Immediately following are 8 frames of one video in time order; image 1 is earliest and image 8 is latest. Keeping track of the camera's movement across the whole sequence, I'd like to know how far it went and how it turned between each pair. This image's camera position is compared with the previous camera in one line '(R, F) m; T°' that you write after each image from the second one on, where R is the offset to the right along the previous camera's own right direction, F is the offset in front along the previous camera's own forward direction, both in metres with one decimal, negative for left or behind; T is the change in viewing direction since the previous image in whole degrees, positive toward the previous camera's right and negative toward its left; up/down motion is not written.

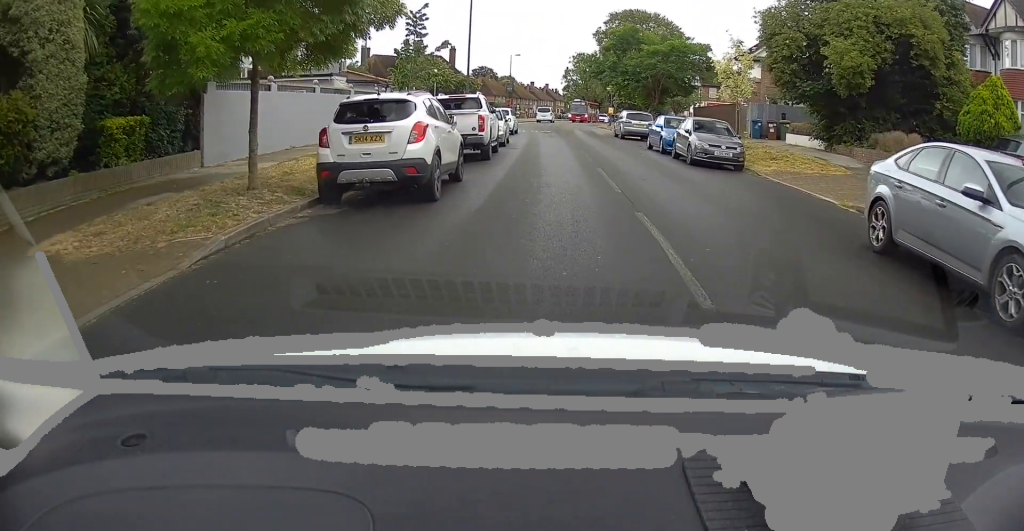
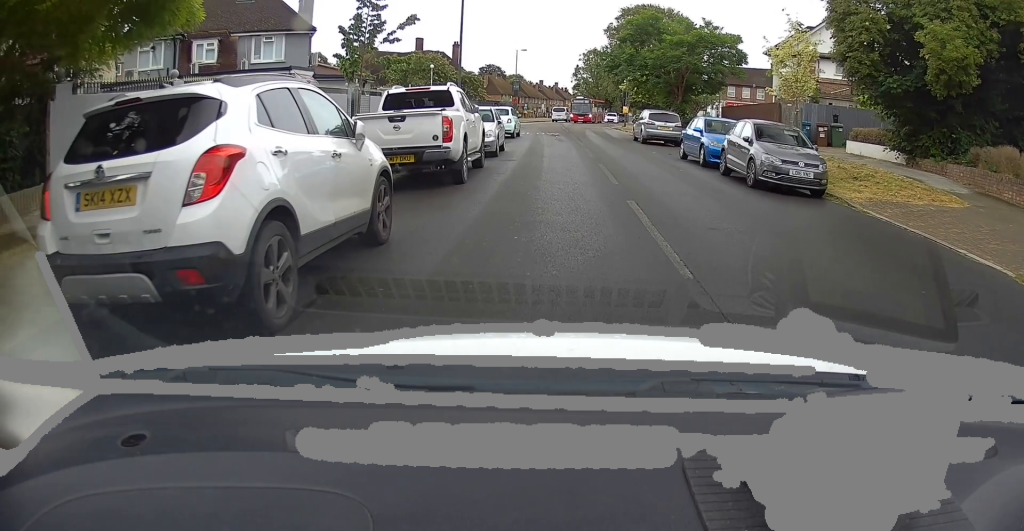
(-0.1, +5.6) m; -2°
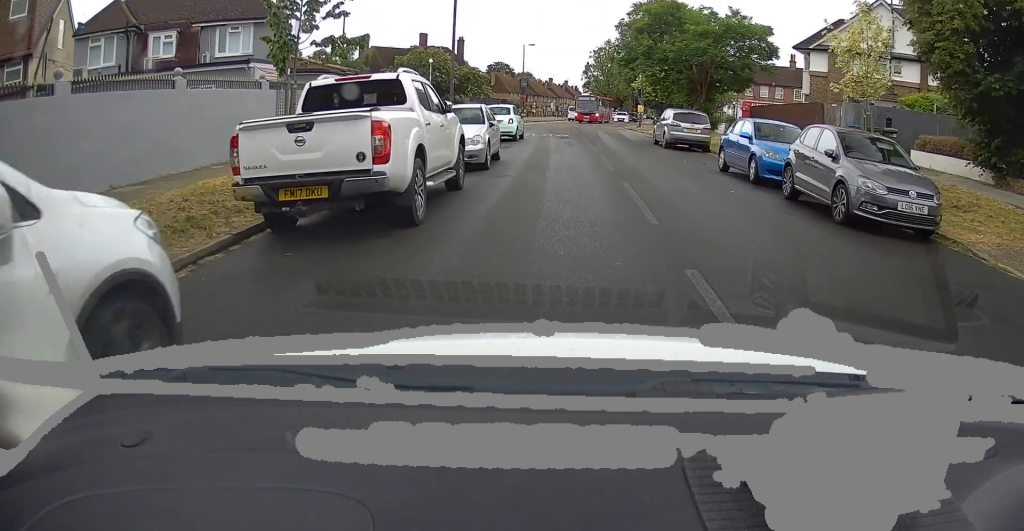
(0.0, +4.1) m; -1°
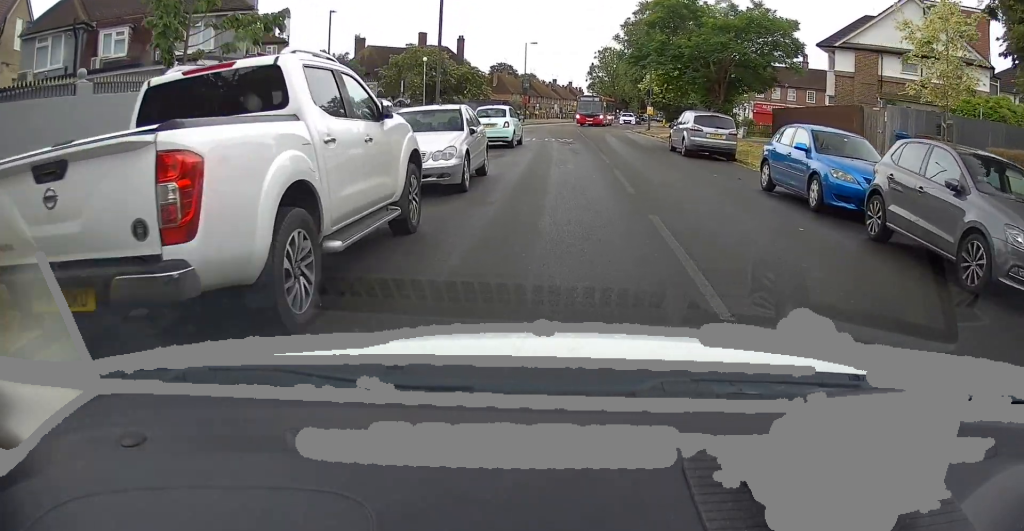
(-0.1, +3.4) m; 0°
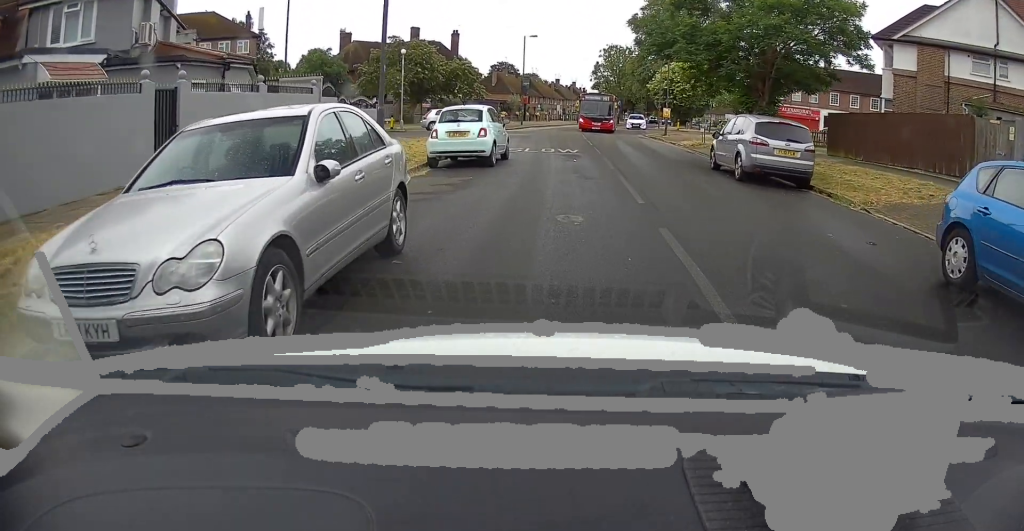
(+0.2, +7.4) m; +4°
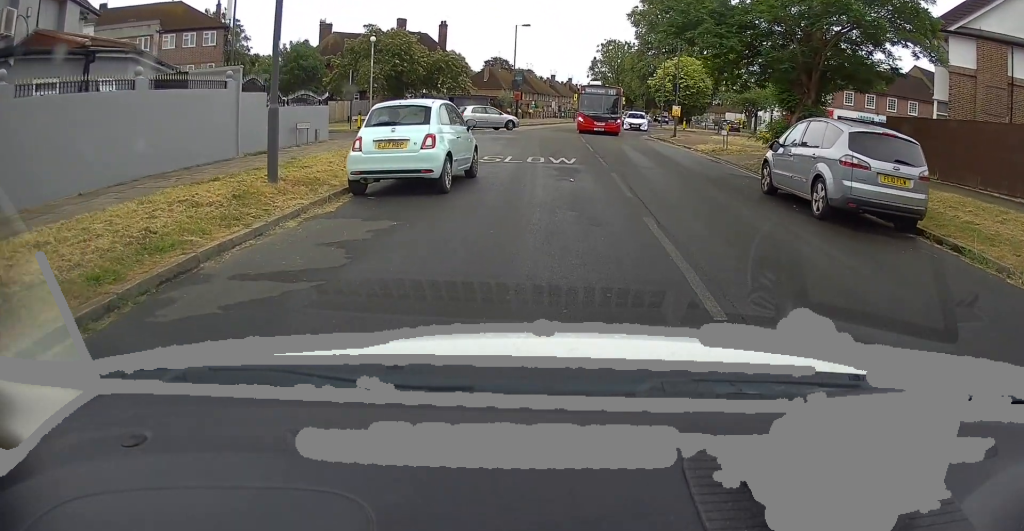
(+0.1, +5.4) m; -2°
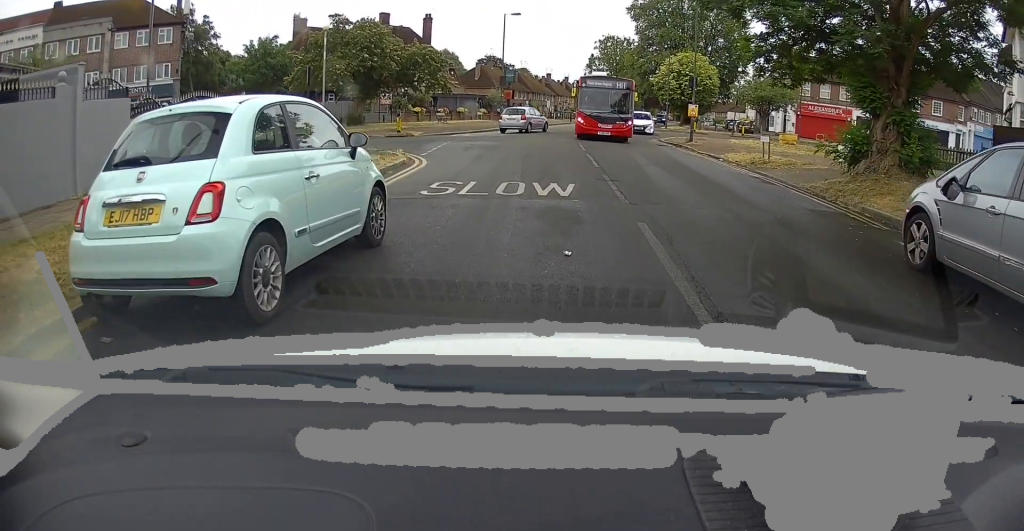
(-0.4, +6.1) m; -2°
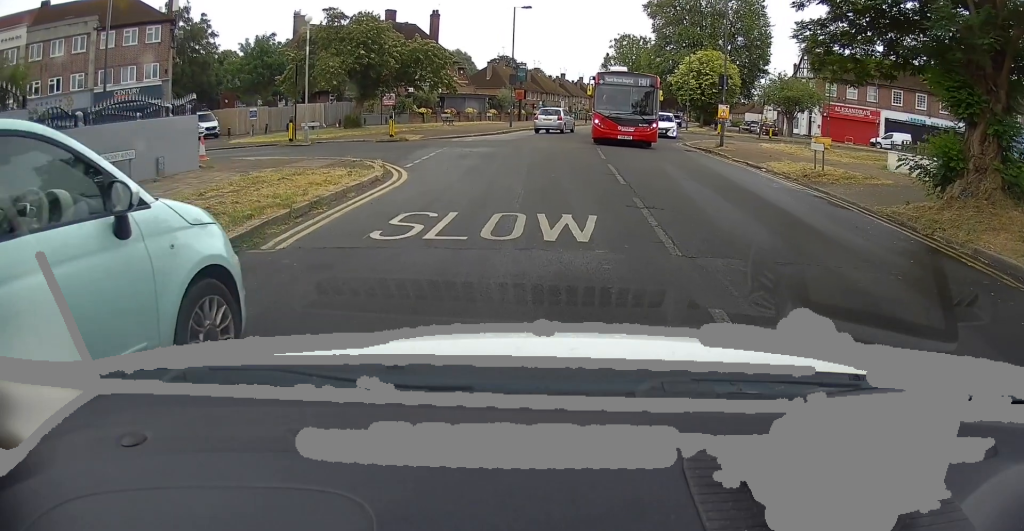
(0.0, +3.3) m; +1°
